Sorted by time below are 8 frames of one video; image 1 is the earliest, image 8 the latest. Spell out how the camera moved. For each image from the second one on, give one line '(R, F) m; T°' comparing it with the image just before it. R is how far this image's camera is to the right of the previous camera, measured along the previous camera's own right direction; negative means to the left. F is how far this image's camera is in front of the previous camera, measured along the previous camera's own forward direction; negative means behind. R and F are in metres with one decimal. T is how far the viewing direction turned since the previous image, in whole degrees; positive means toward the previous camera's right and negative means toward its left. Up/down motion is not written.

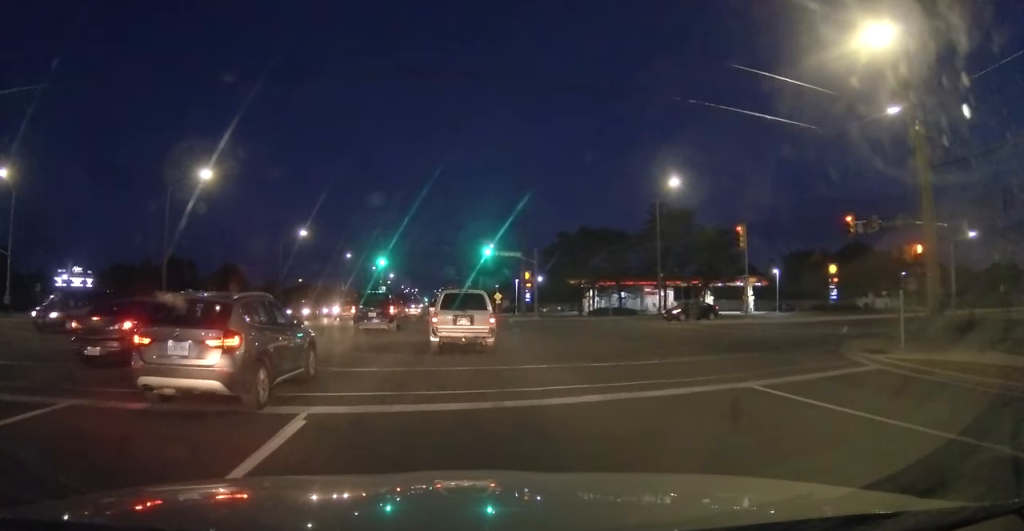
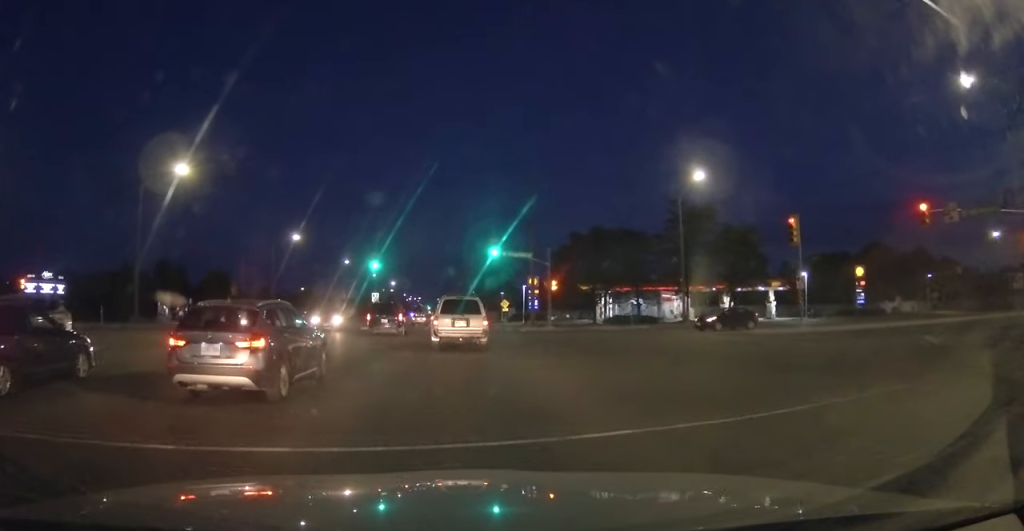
(-0.4, +4.4) m; 0°
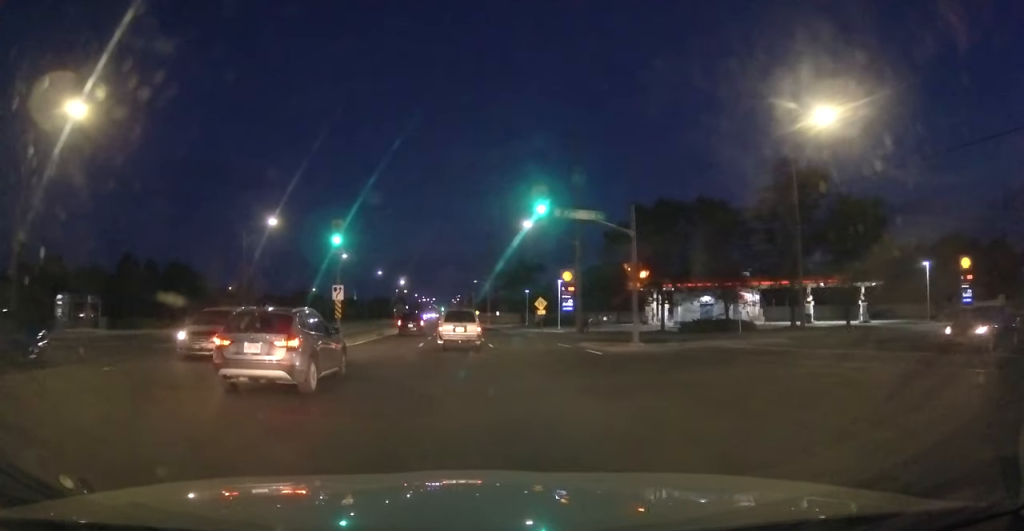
(+0.3, +16.6) m; 0°
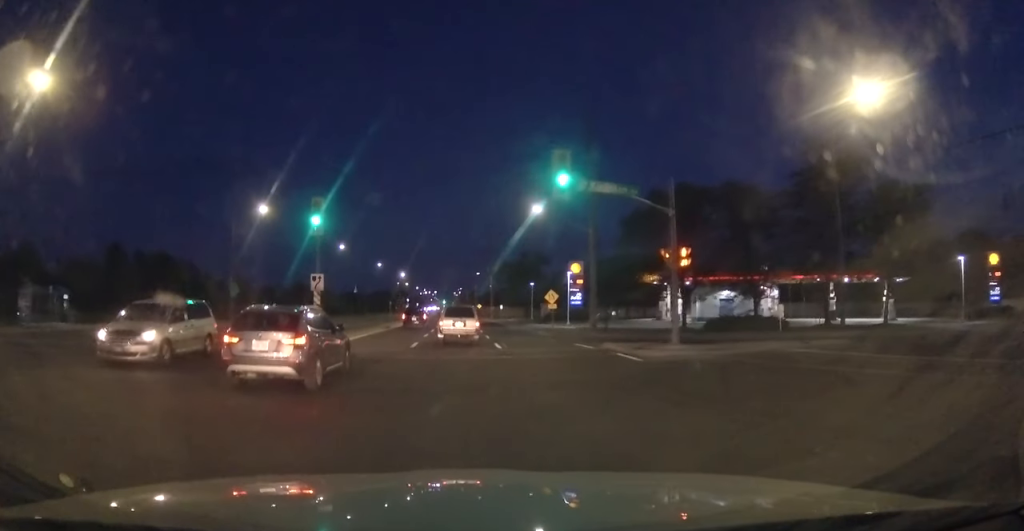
(0.0, +4.4) m; 0°
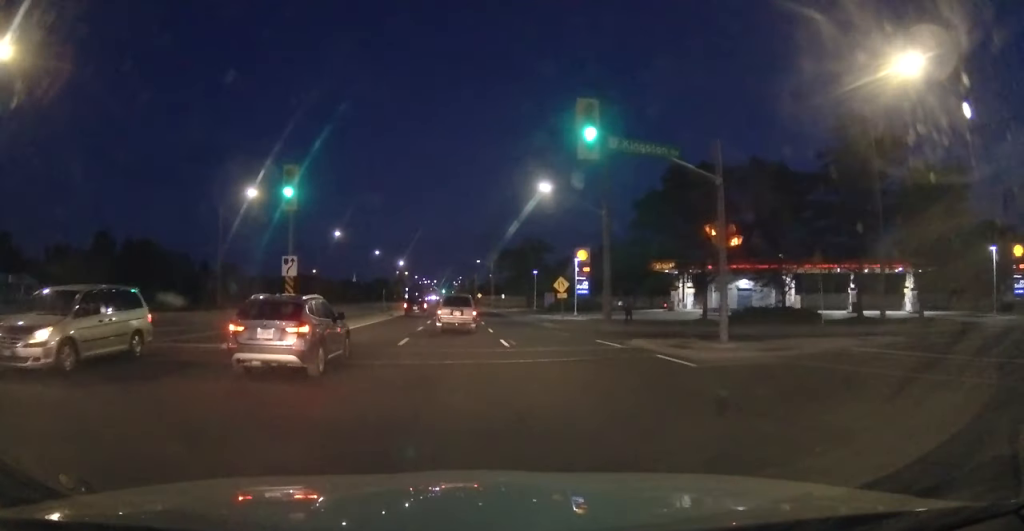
(0.0, +4.0) m; 0°
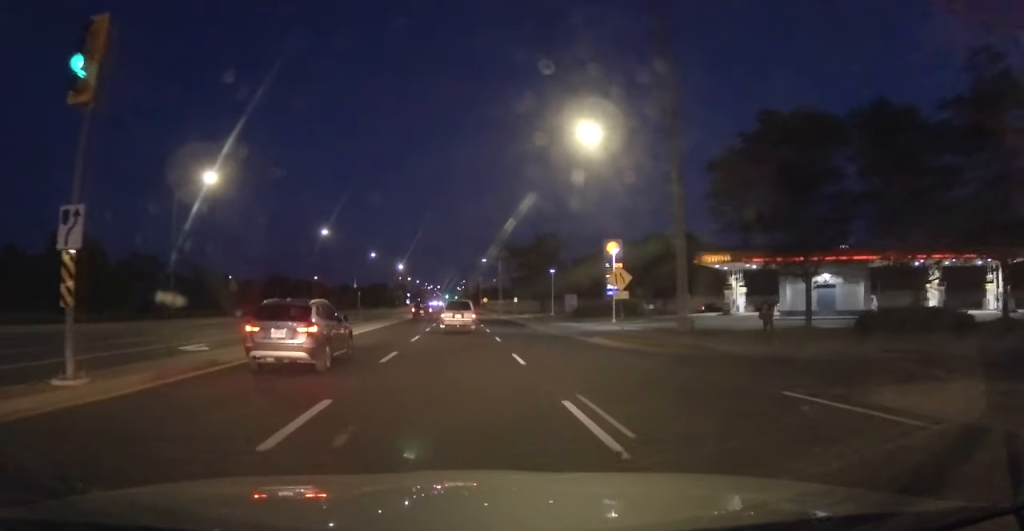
(-0.1, +13.2) m; -1°
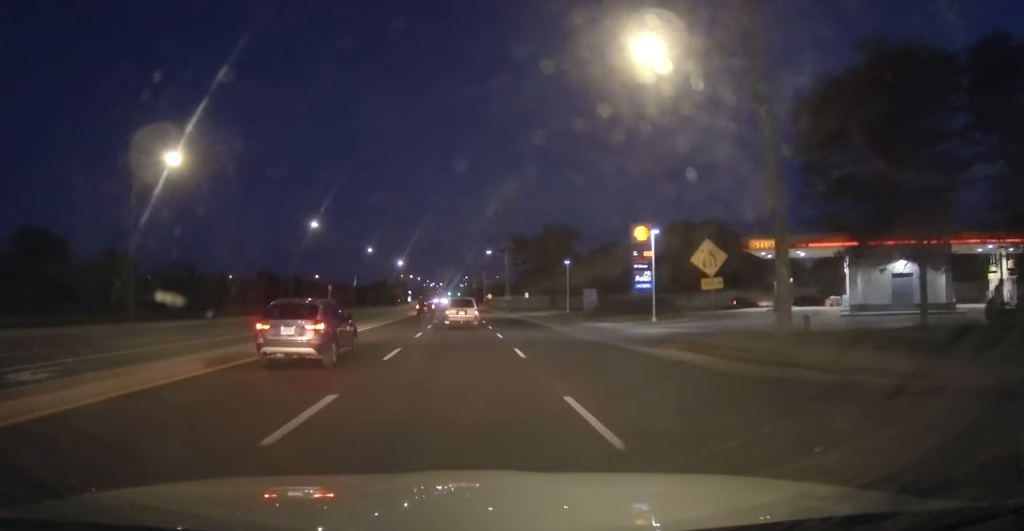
(0.0, +8.3) m; 0°
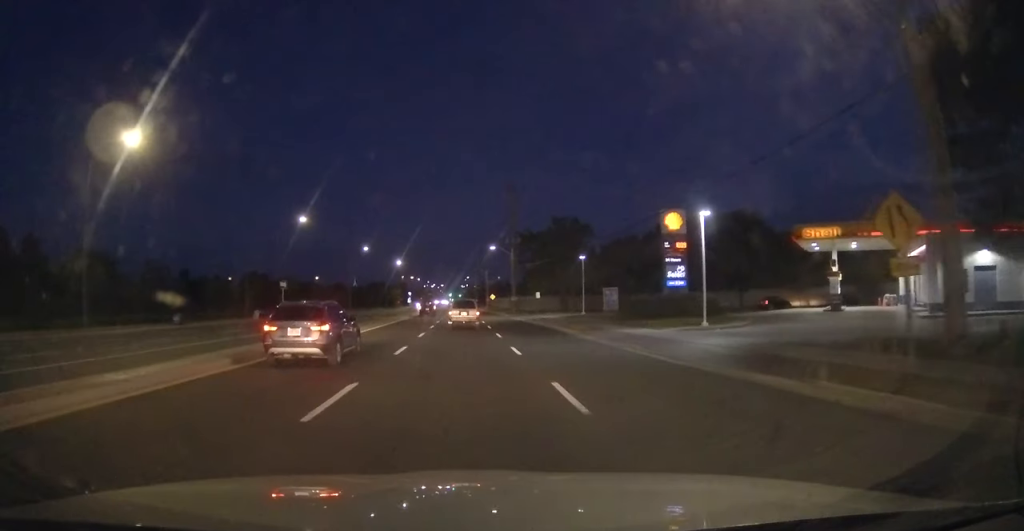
(0.0, +7.6) m; 0°
